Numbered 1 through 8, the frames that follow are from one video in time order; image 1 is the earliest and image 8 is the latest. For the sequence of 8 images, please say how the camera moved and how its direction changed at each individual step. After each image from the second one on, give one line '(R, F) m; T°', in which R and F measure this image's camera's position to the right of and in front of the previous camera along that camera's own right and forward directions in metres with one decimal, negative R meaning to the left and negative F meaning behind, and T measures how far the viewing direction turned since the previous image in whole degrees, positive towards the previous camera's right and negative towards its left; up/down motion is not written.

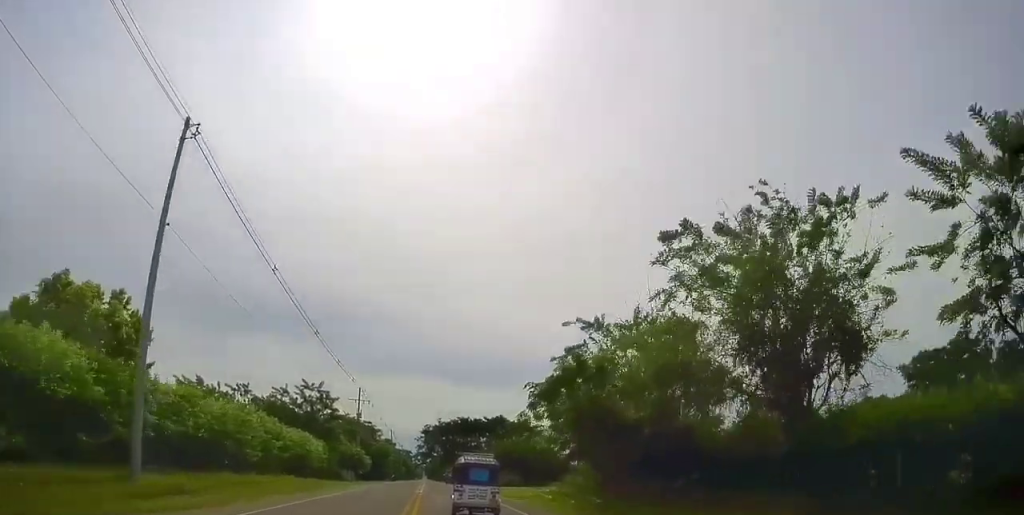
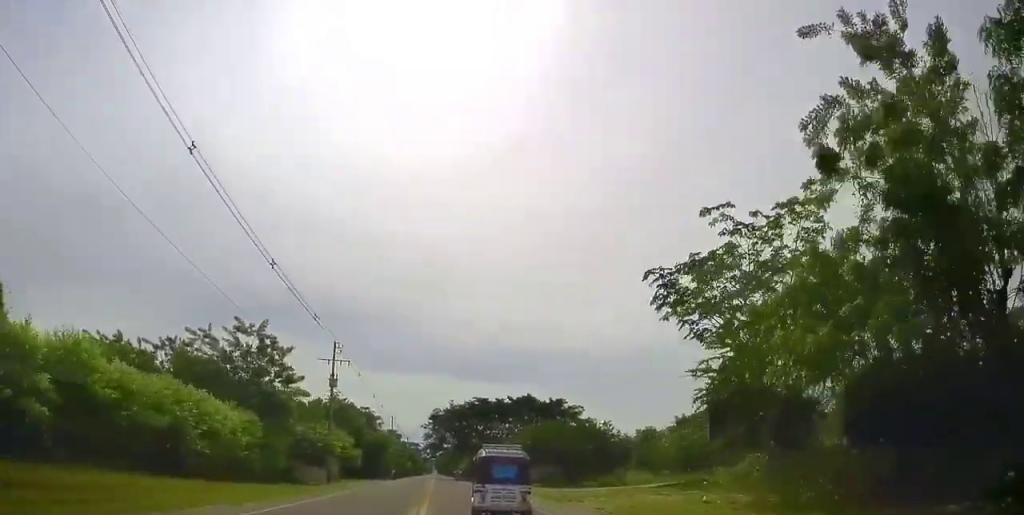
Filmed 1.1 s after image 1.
(+0.2, +22.2) m; 0°
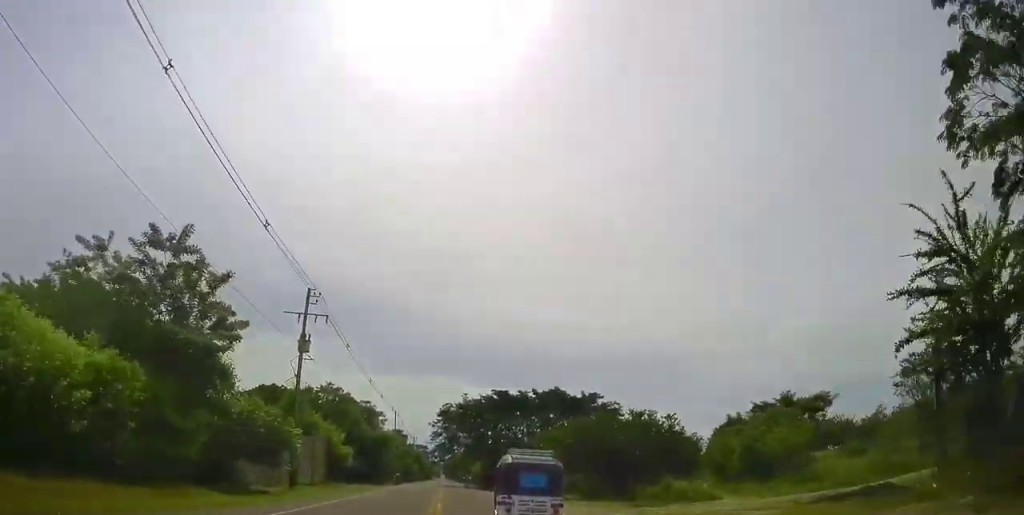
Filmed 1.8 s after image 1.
(-0.3, +13.3) m; 0°
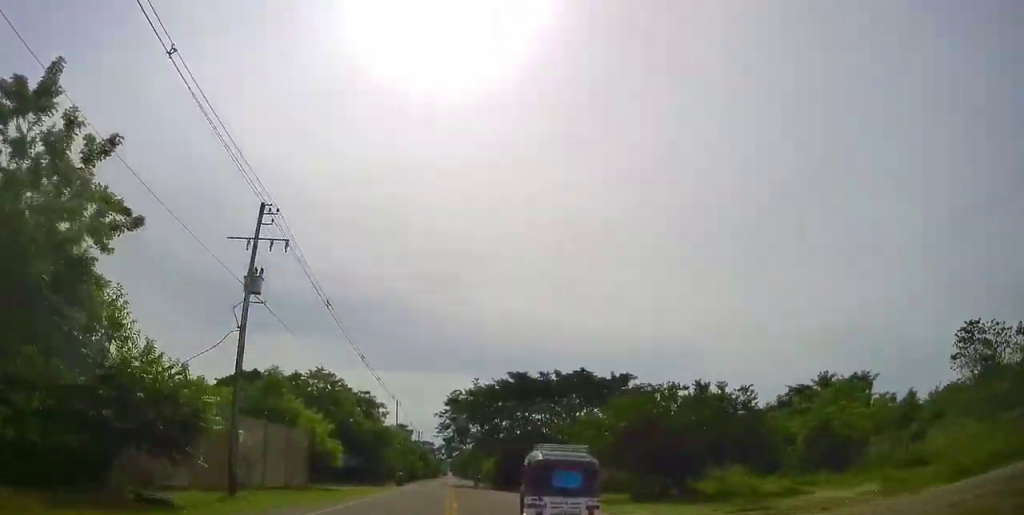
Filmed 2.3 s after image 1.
(+0.2, +10.2) m; 0°
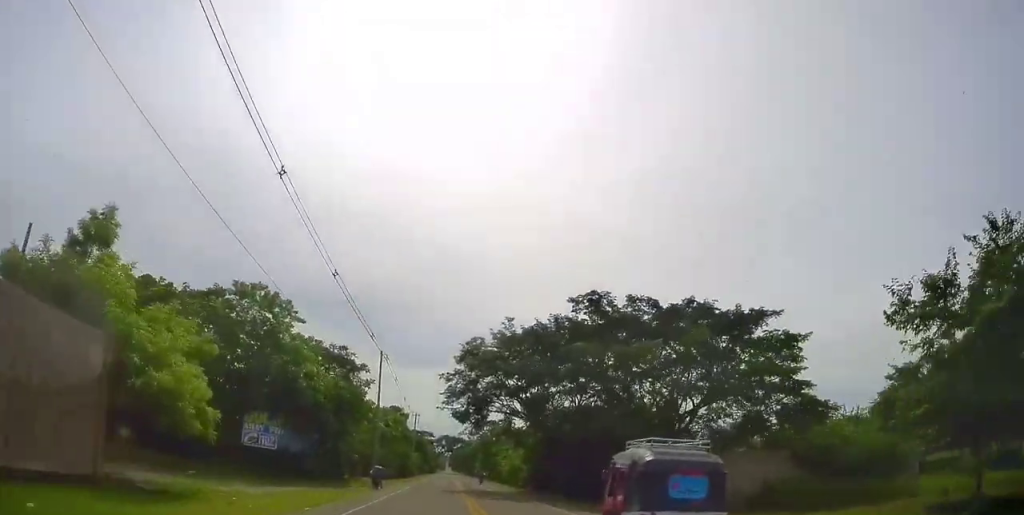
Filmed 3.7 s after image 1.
(-0.3, +26.2) m; -3°
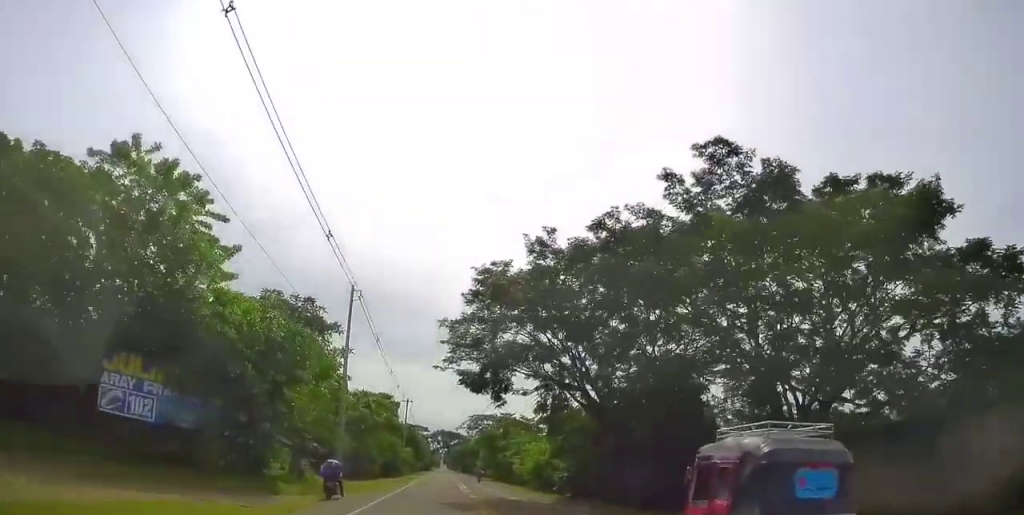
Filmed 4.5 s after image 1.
(-0.5, +15.3) m; 0°
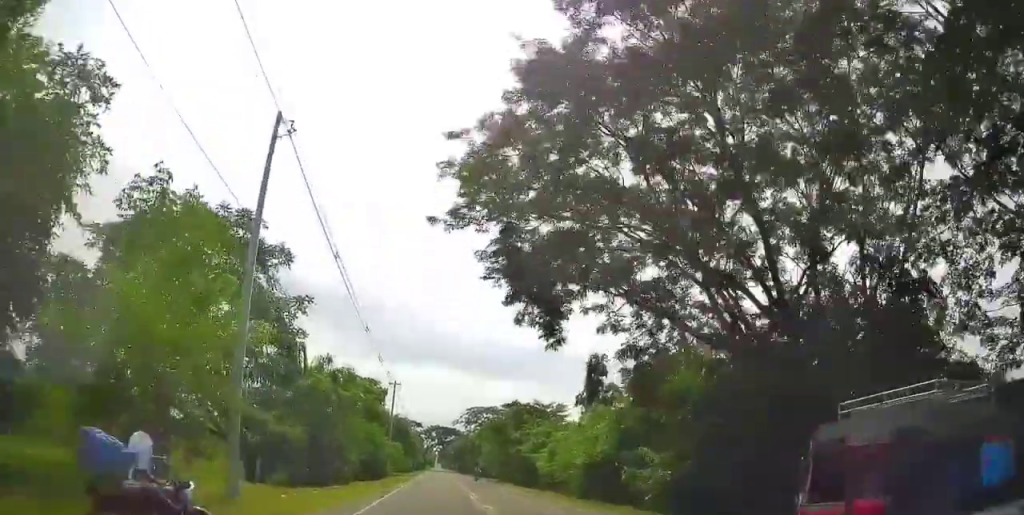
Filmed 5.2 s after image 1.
(+0.2, +14.6) m; +1°
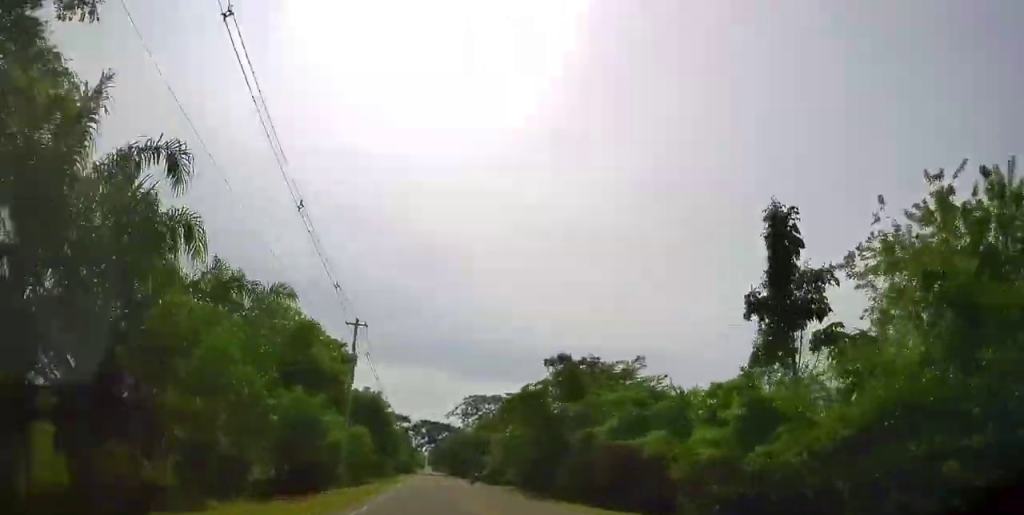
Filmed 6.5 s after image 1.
(+0.3, +25.1) m; 0°
